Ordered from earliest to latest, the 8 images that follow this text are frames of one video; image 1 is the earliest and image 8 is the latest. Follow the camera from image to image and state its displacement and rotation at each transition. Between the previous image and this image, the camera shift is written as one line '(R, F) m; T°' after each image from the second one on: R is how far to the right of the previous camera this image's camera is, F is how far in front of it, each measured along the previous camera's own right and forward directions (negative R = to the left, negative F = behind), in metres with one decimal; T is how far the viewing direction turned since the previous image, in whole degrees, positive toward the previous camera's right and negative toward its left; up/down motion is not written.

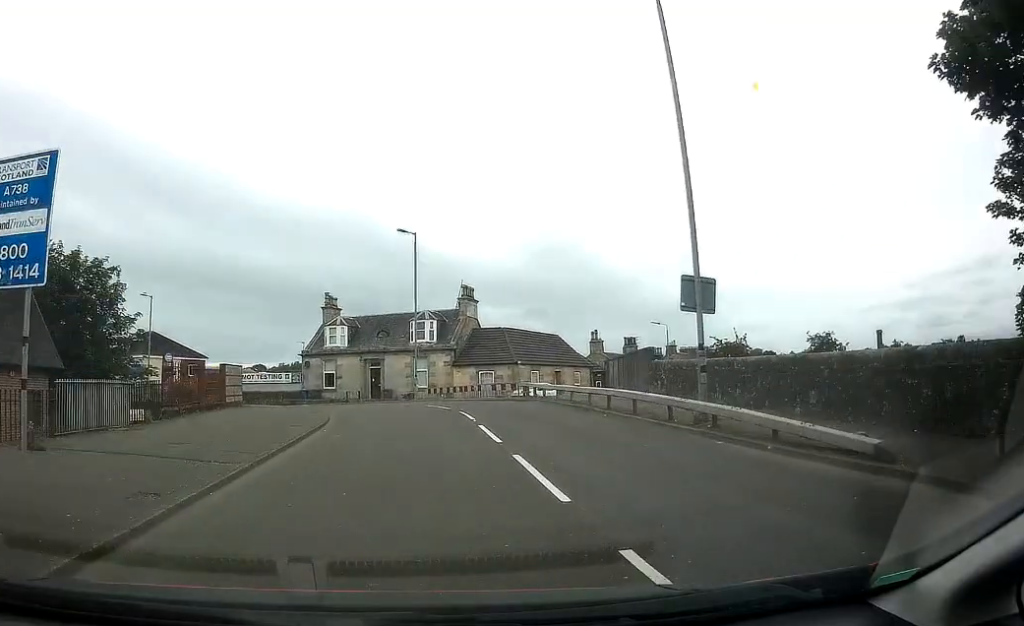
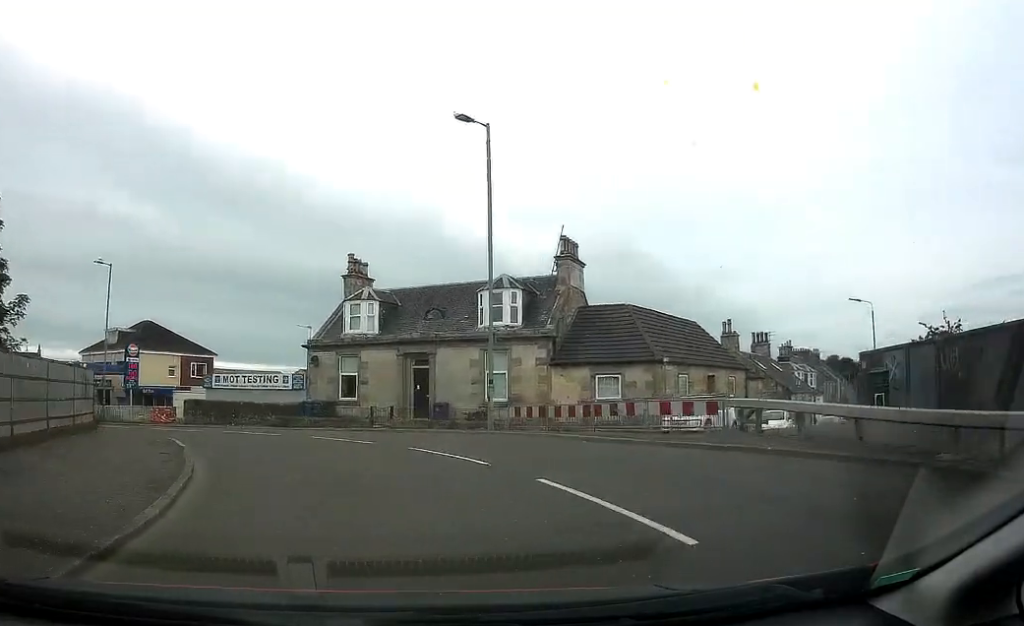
(-0.5, +20.2) m; -6°
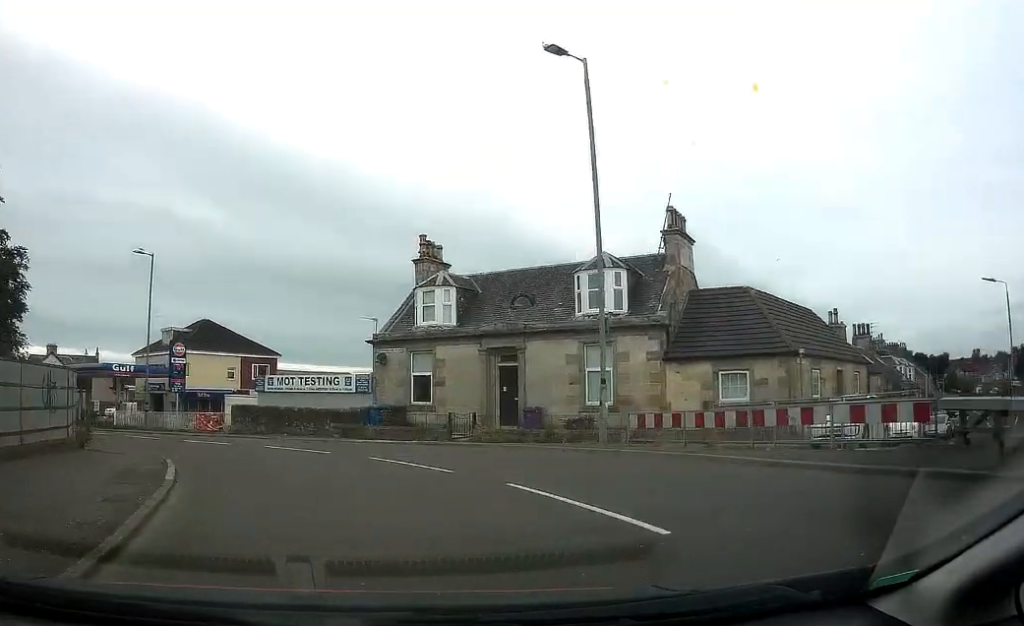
(-0.1, +5.3) m; -5°
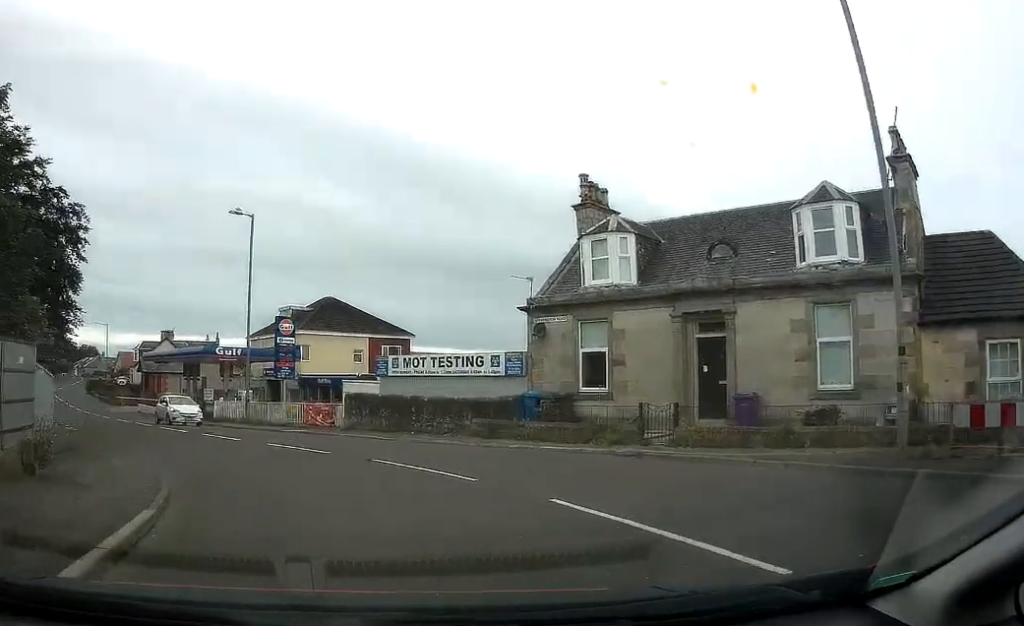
(-0.7, +7.3) m; -8°
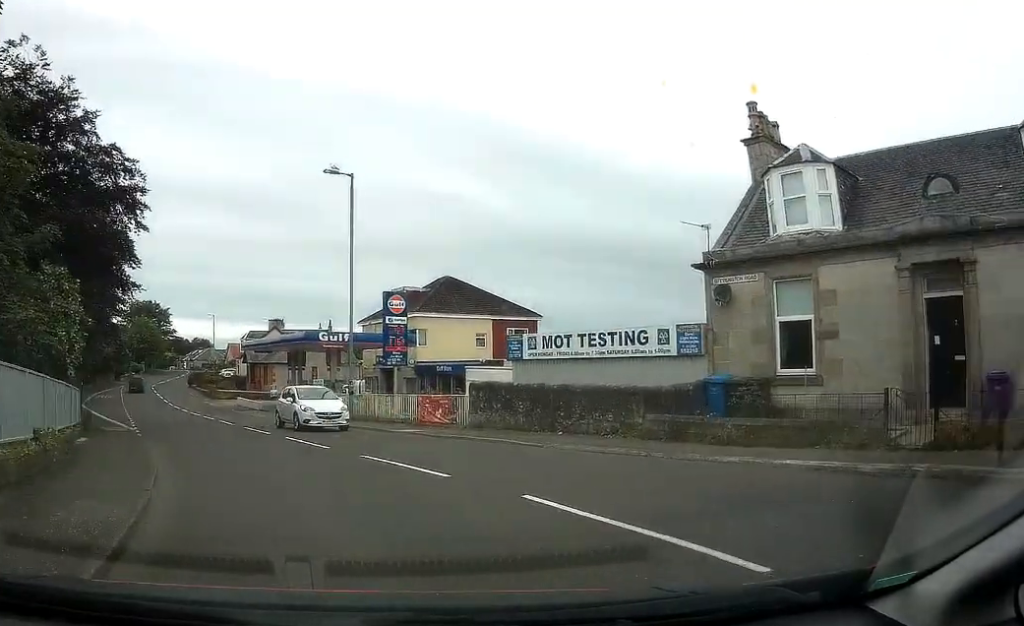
(-0.3, +5.1) m; -5°
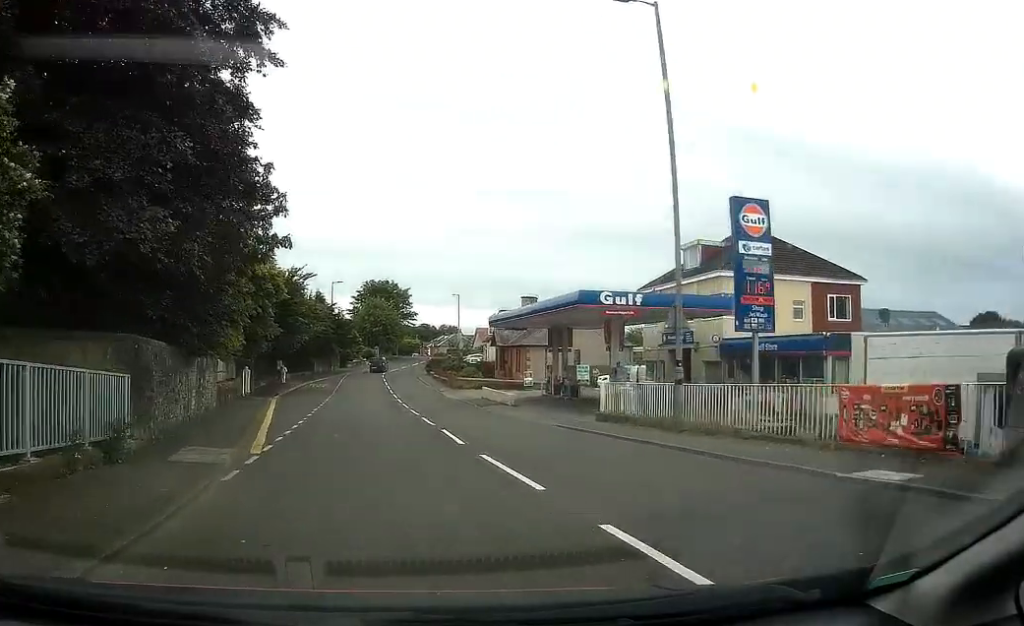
(-1.4, +12.3) m; -18°
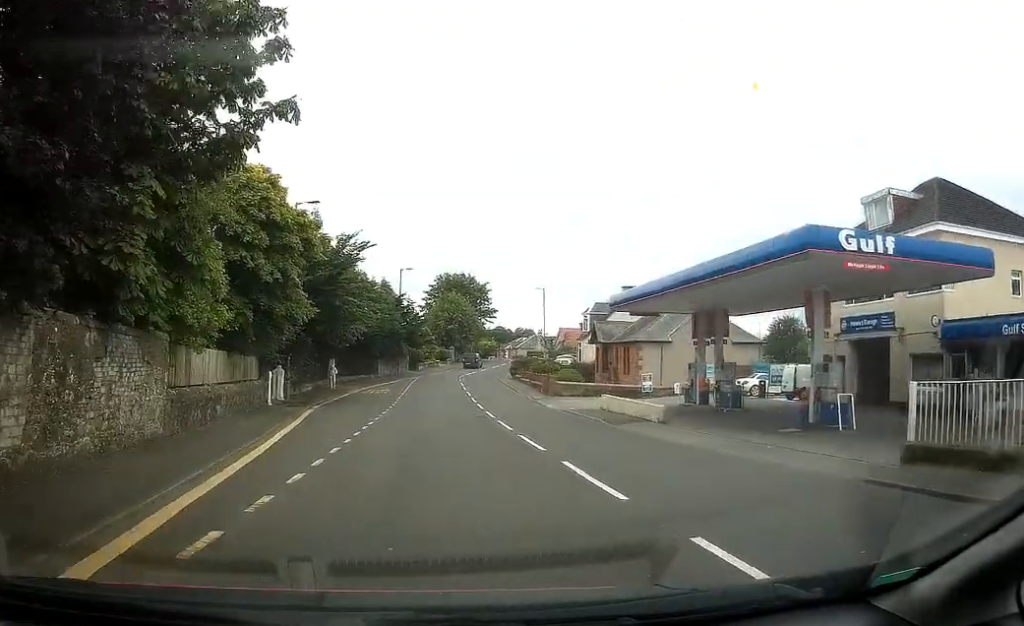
(-1.7, +11.0) m; -11°
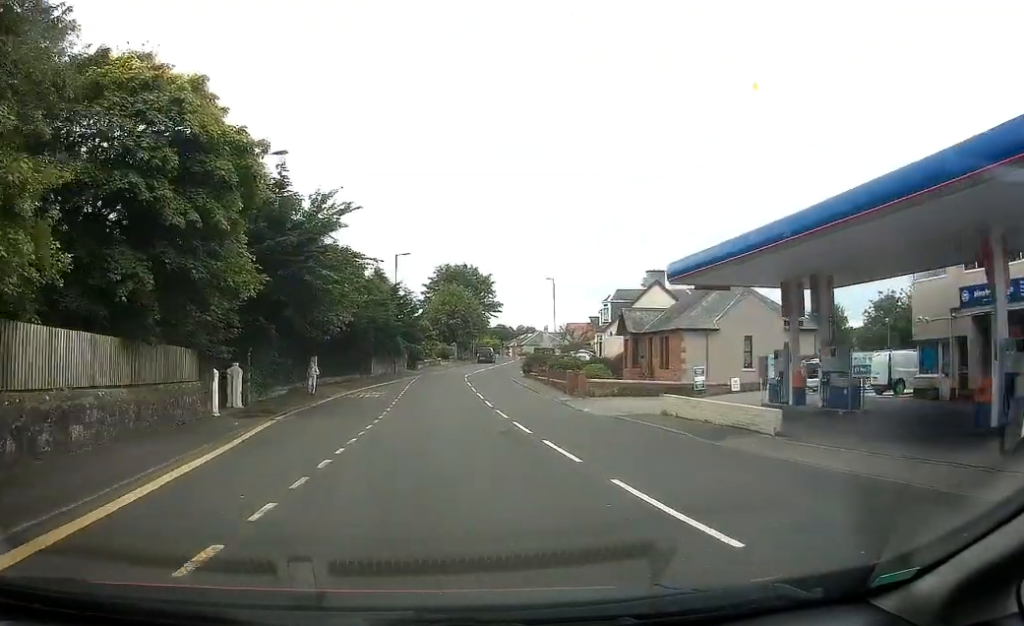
(-0.4, +7.9) m; -2°
